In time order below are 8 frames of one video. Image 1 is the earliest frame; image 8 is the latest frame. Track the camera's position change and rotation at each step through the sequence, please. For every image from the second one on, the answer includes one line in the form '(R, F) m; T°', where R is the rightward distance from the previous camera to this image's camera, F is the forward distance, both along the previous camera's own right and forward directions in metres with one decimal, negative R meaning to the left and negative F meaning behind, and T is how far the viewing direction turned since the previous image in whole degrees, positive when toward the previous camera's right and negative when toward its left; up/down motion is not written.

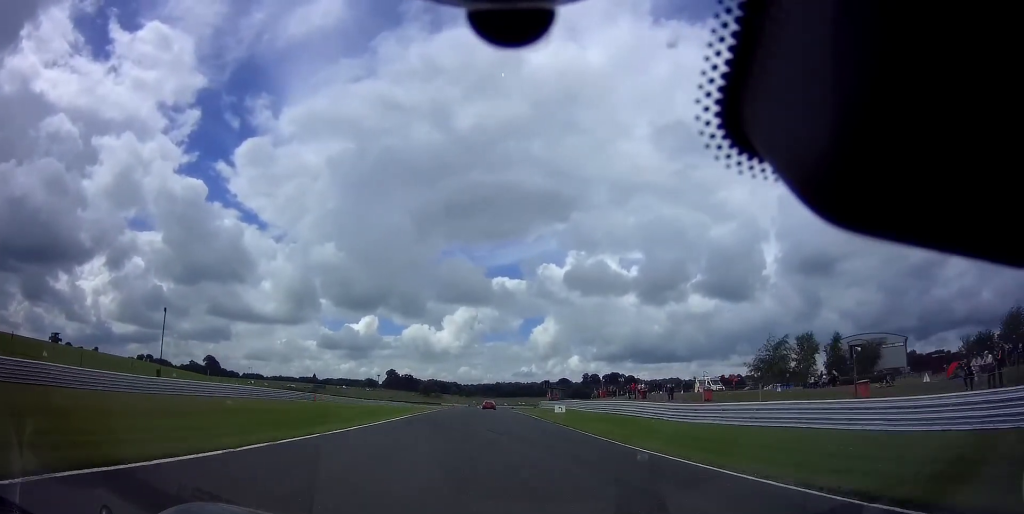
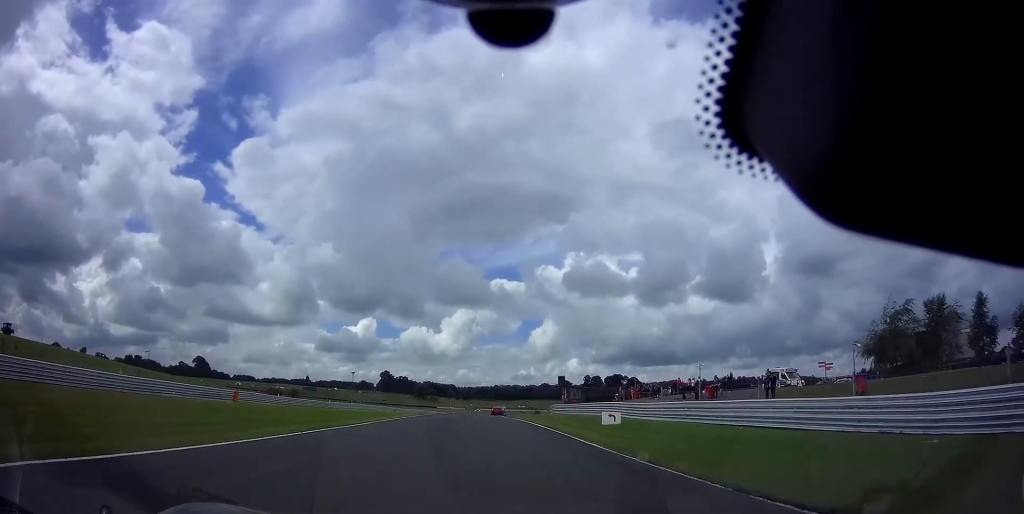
(+0.4, +21.3) m; 0°
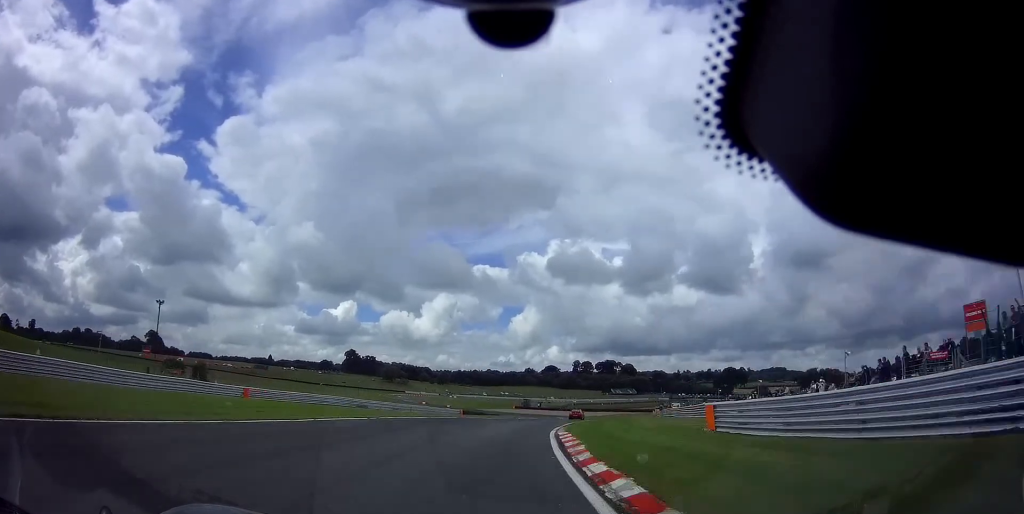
(+1.1, +60.8) m; +5°
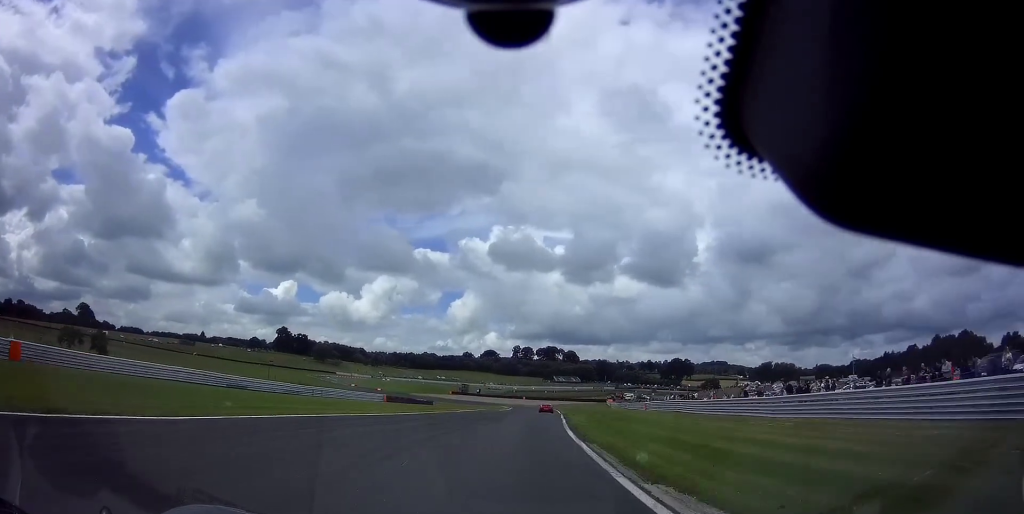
(+0.1, +21.3) m; +4°
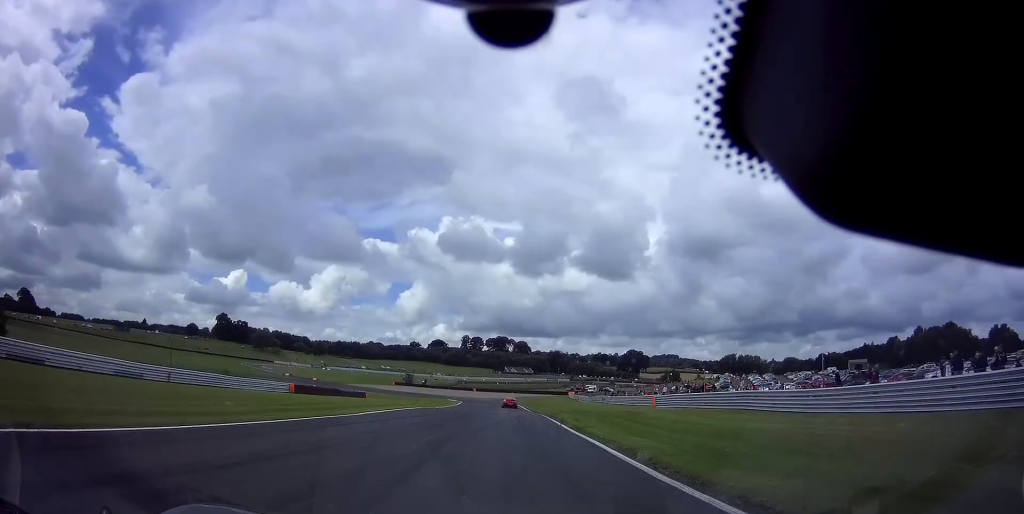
(+1.3, +20.4) m; +4°
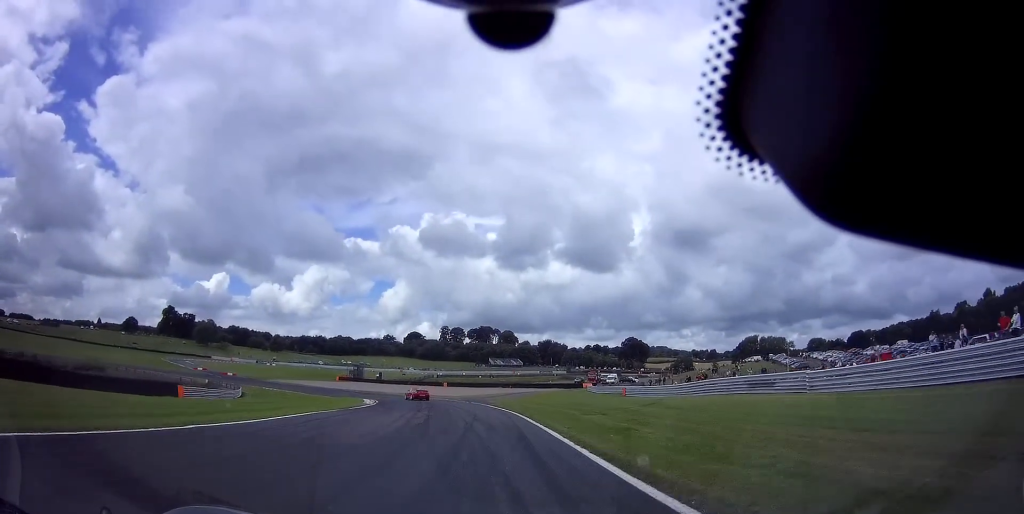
(+3.7, +54.3) m; +3°
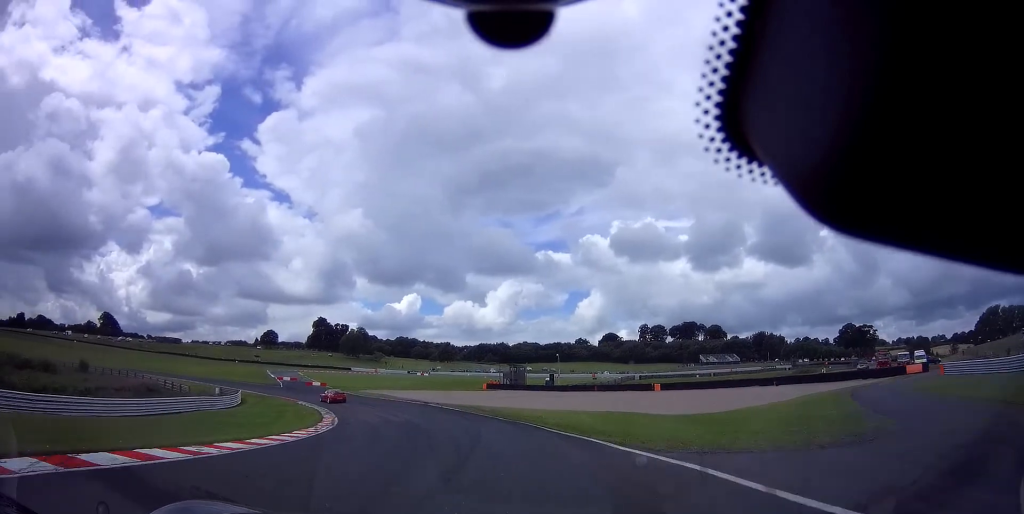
(-7.3, +53.8) m; -22°
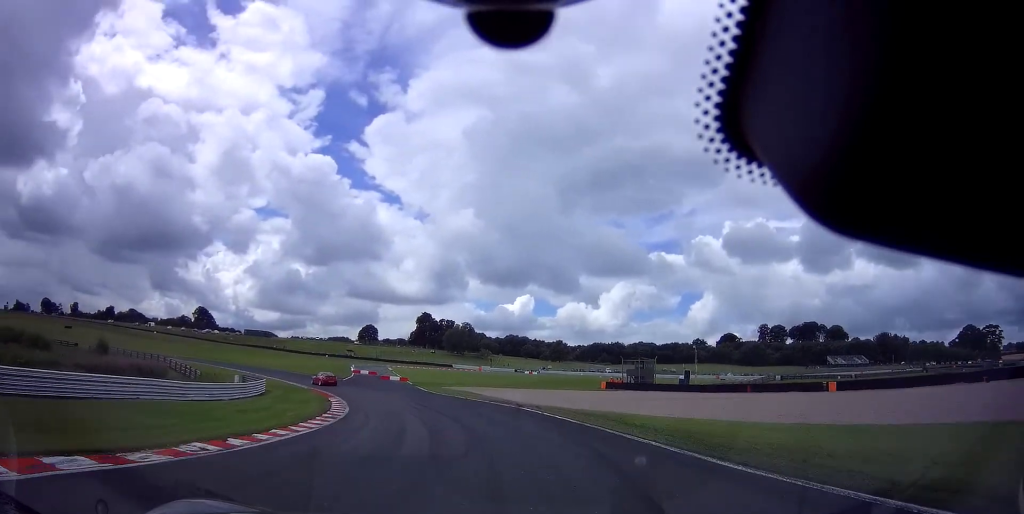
(-1.7, +18.7) m; -12°
